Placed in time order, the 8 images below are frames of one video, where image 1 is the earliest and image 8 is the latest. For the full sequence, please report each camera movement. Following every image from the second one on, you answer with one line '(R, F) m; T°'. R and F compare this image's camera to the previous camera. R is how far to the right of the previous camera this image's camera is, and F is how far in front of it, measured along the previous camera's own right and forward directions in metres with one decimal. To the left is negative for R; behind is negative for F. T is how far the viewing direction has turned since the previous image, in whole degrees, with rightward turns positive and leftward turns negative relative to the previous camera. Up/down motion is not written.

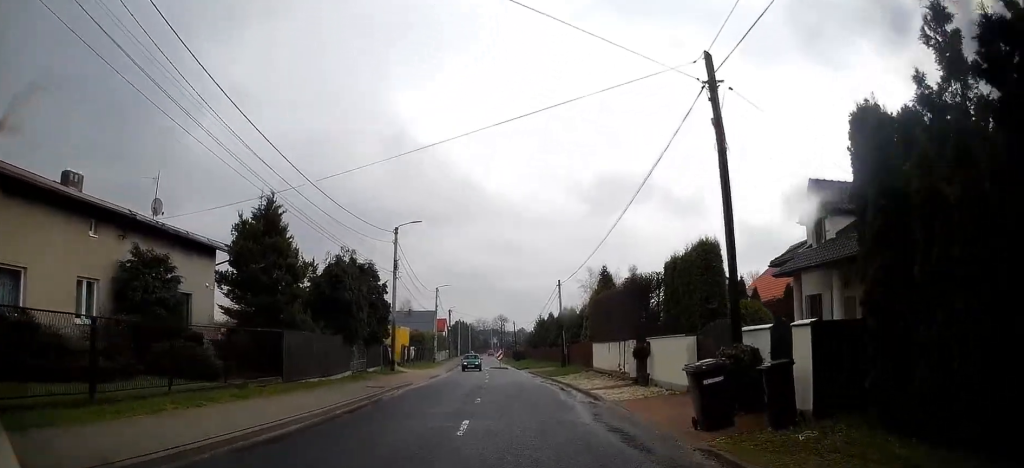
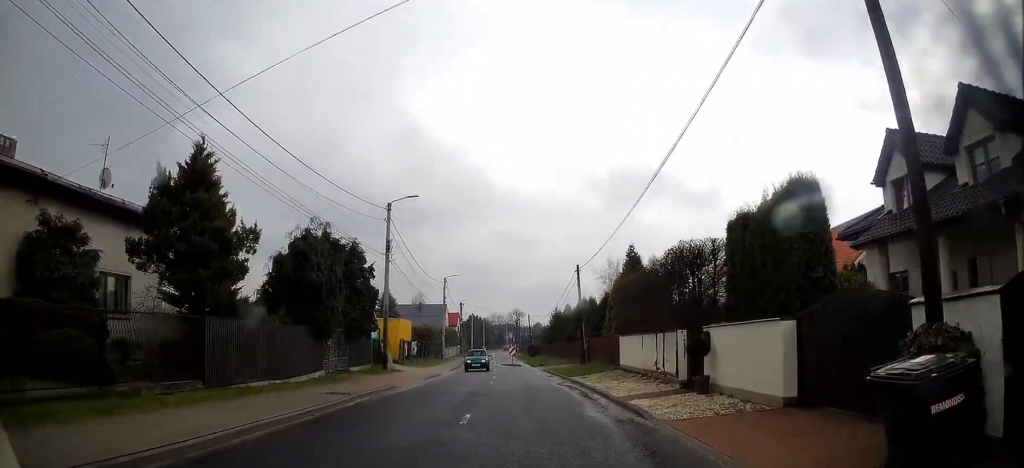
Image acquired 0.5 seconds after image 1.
(-0.1, +5.2) m; -1°
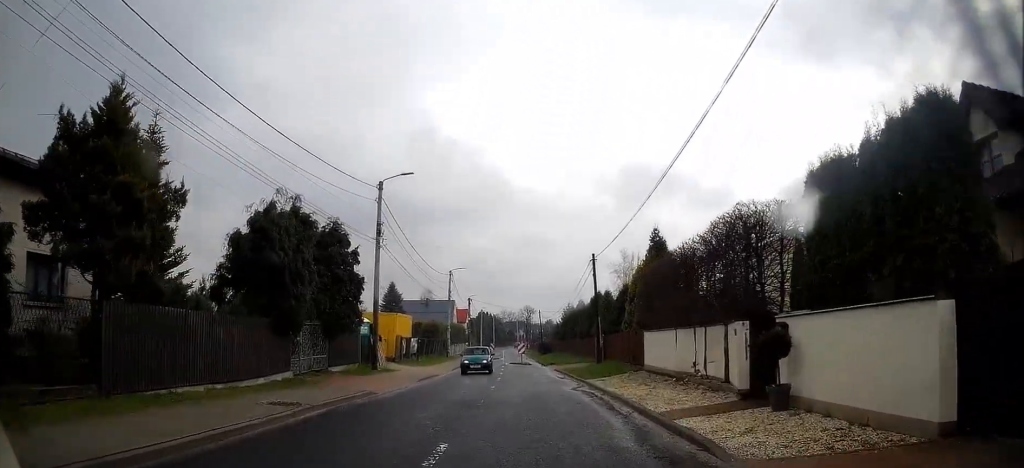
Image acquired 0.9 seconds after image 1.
(0.0, +3.9) m; -1°
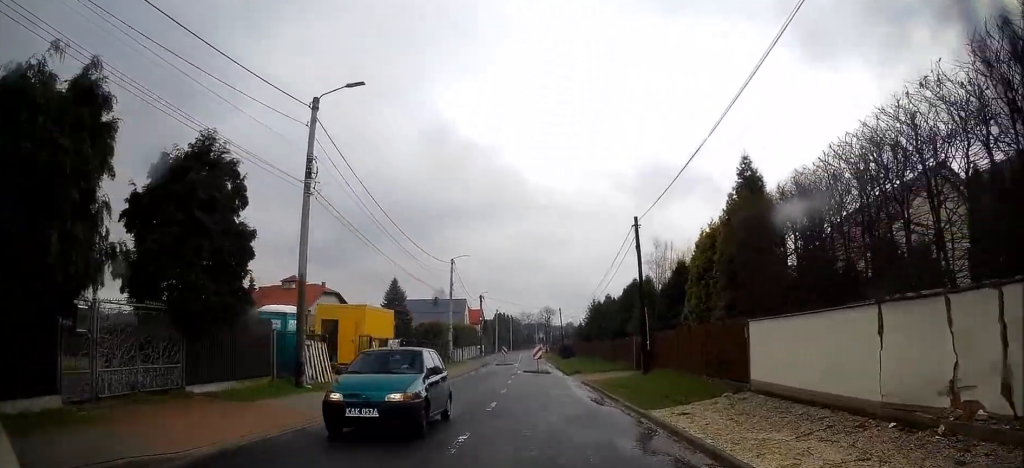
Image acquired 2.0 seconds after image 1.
(-0.2, +10.8) m; -3°
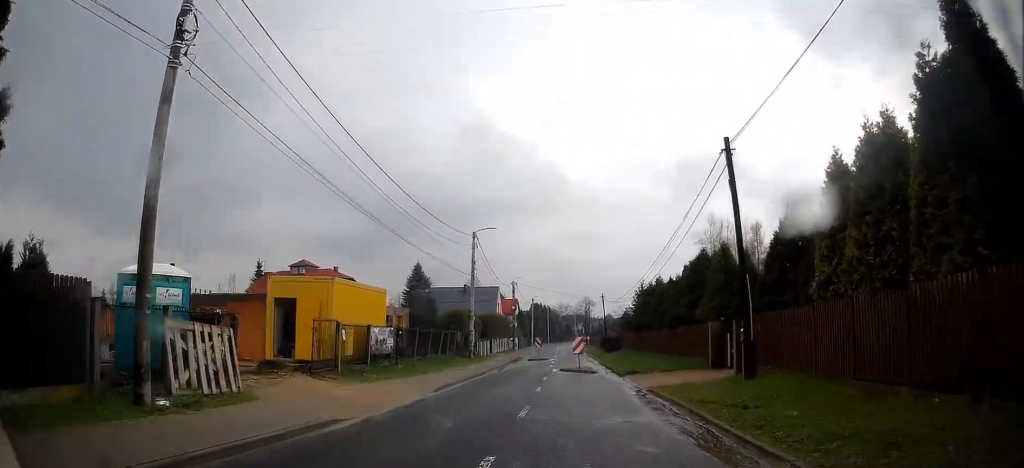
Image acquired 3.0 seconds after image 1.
(-0.2, +9.1) m; -3°
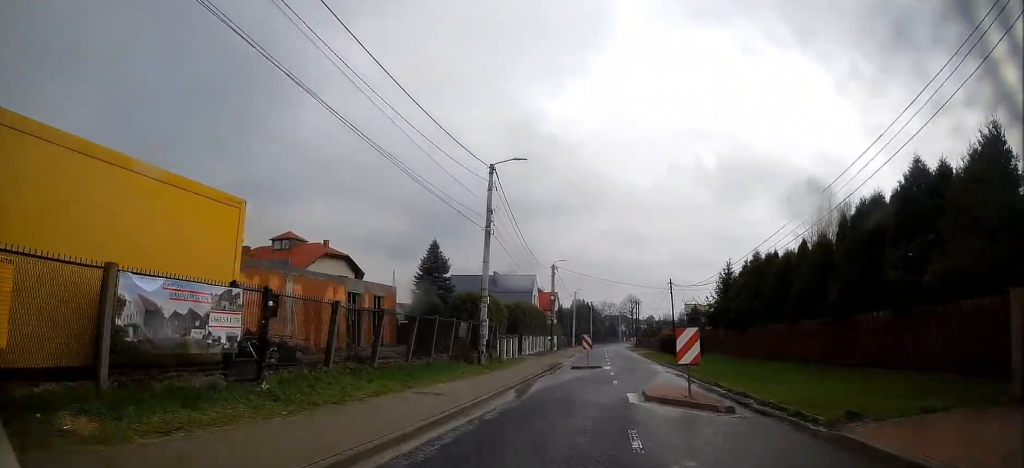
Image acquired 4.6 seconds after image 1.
(-0.7, +15.8) m; -5°
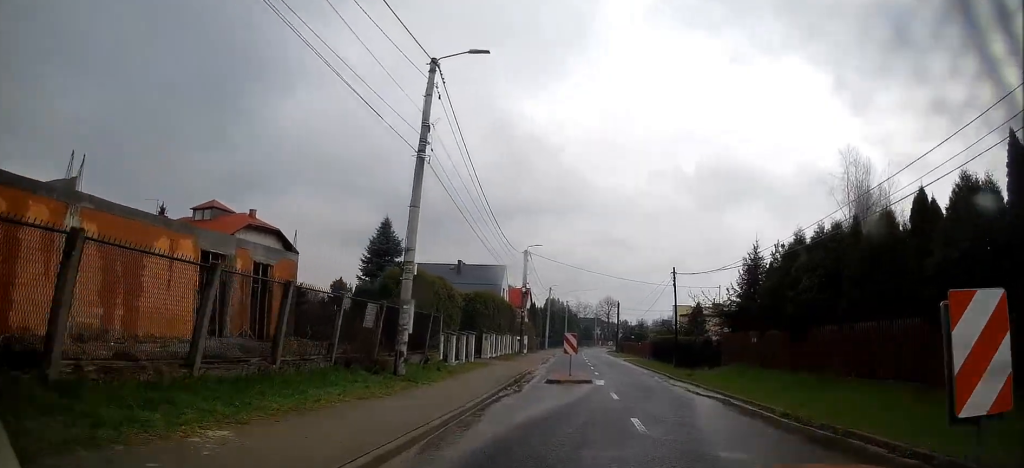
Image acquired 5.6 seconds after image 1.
(-0.3, +10.0) m; 0°
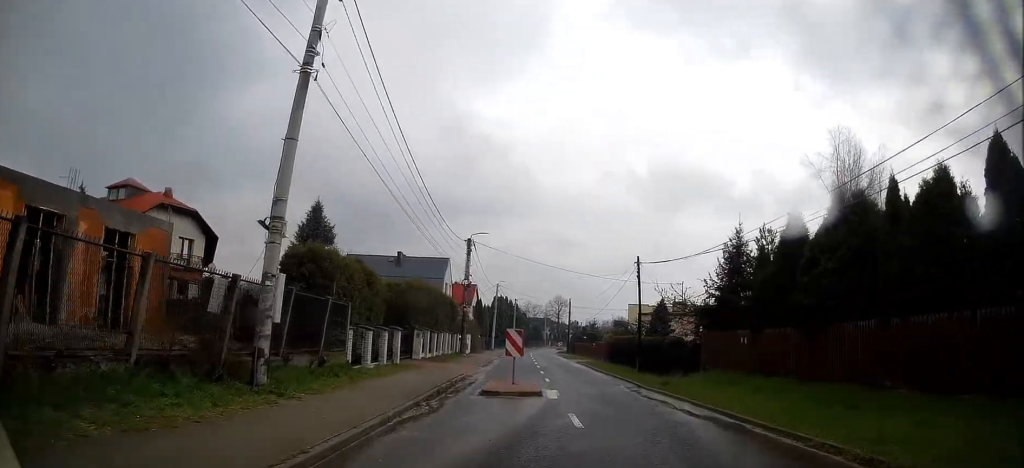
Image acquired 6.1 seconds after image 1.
(+0.1, +5.1) m; +2°
